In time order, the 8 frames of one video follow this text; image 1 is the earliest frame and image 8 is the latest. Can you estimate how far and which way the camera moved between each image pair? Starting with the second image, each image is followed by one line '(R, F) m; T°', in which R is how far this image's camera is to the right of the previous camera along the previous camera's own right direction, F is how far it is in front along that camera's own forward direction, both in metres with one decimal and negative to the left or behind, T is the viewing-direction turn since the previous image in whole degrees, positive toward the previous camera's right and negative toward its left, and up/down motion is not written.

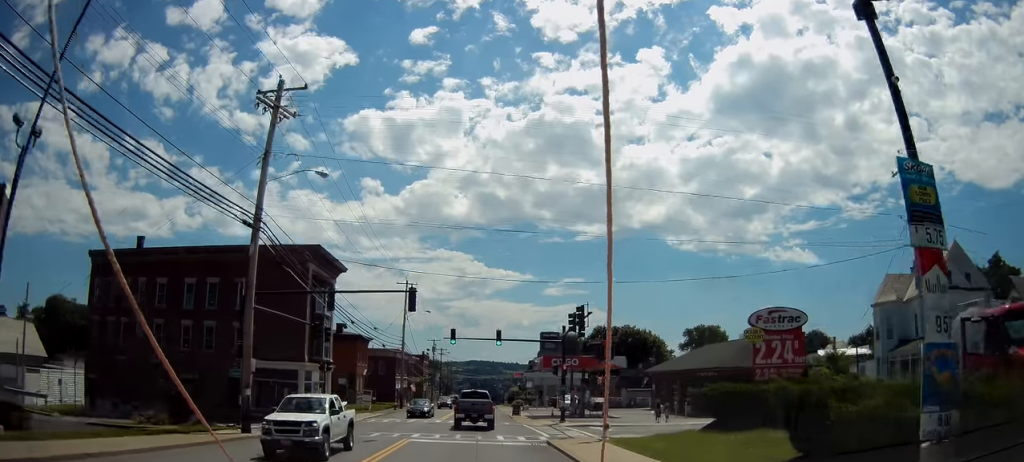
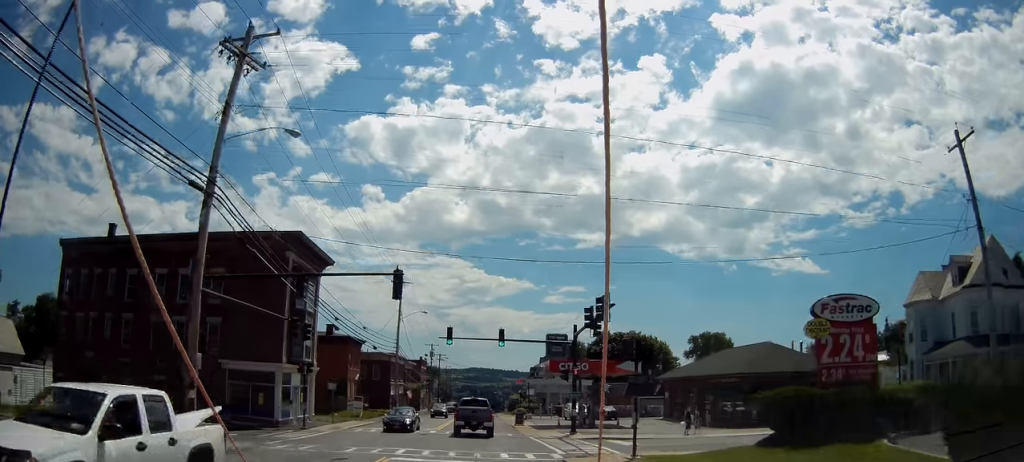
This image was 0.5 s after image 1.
(+0.1, +4.8) m; 0°
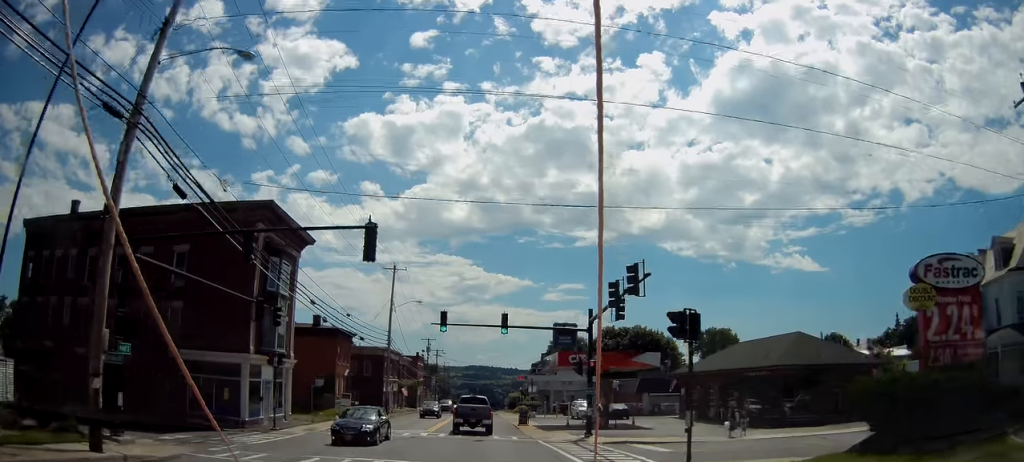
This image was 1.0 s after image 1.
(-0.1, +5.3) m; -1°
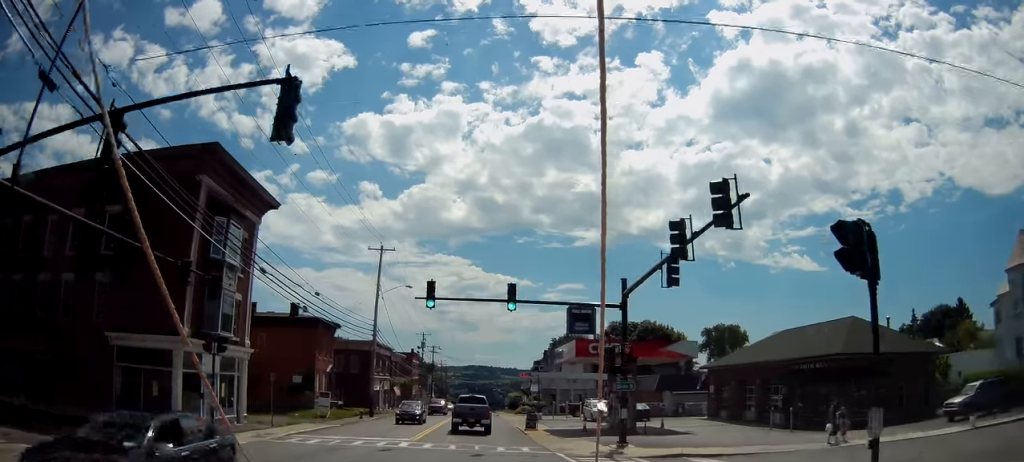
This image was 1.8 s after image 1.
(-0.1, +7.4) m; -1°
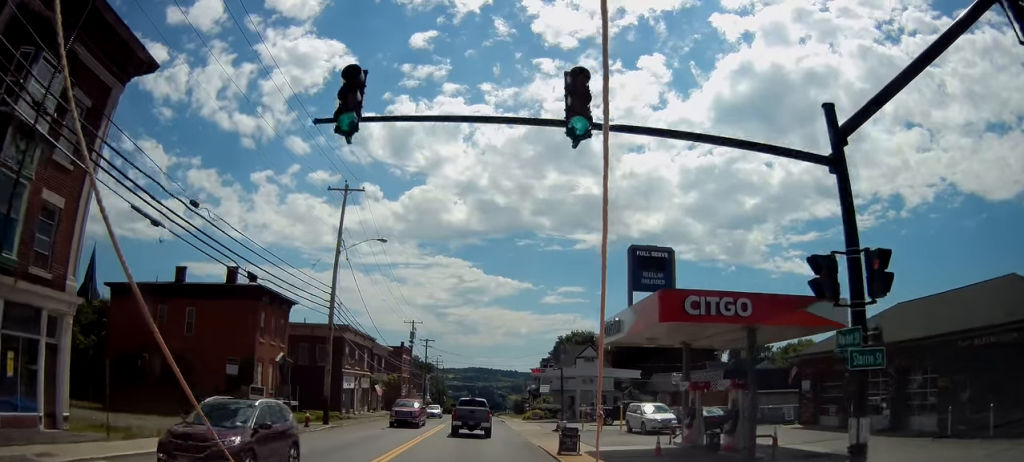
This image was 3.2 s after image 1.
(+0.1, +14.9) m; 0°
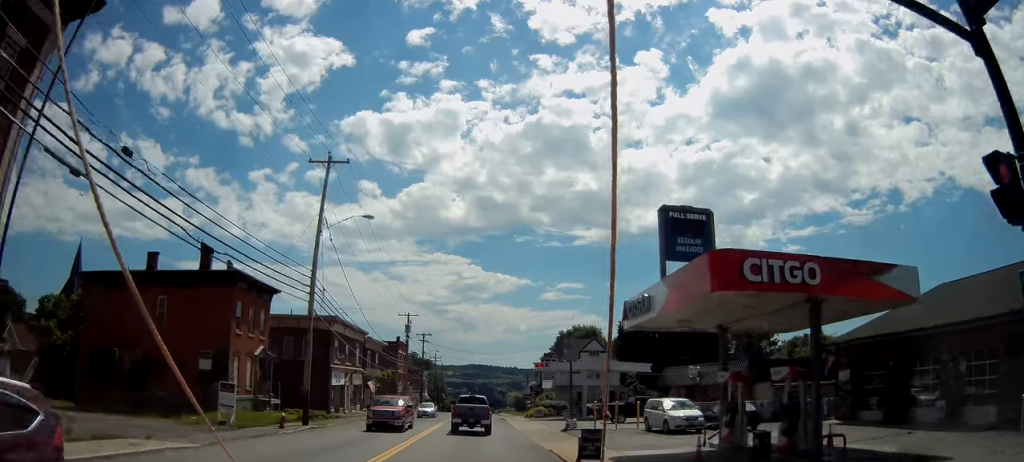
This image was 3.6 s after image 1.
(0.0, +4.1) m; 0°
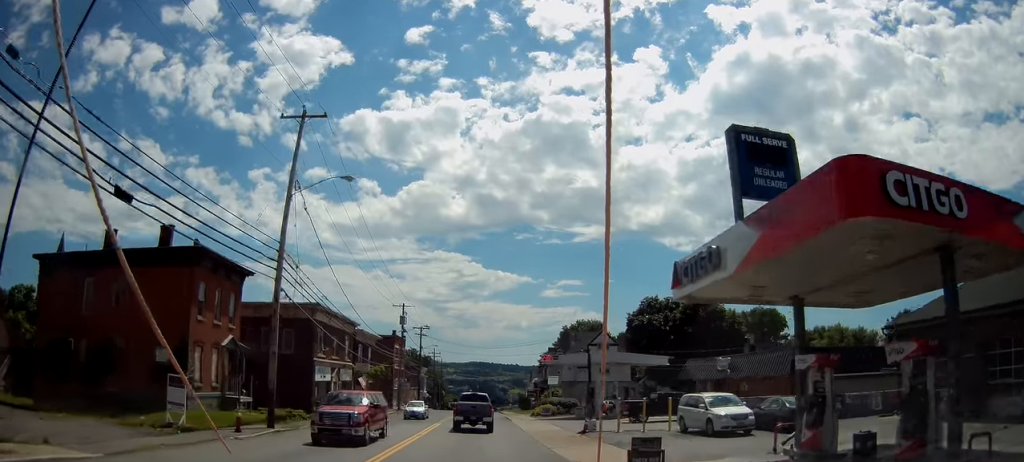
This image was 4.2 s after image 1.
(-0.1, +5.5) m; 0°
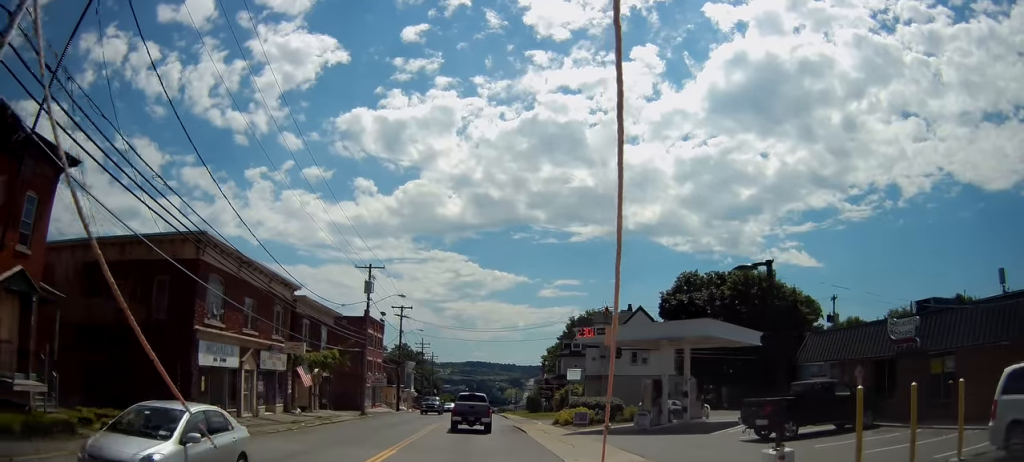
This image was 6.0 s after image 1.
(+0.4, +19.2) m; +1°
